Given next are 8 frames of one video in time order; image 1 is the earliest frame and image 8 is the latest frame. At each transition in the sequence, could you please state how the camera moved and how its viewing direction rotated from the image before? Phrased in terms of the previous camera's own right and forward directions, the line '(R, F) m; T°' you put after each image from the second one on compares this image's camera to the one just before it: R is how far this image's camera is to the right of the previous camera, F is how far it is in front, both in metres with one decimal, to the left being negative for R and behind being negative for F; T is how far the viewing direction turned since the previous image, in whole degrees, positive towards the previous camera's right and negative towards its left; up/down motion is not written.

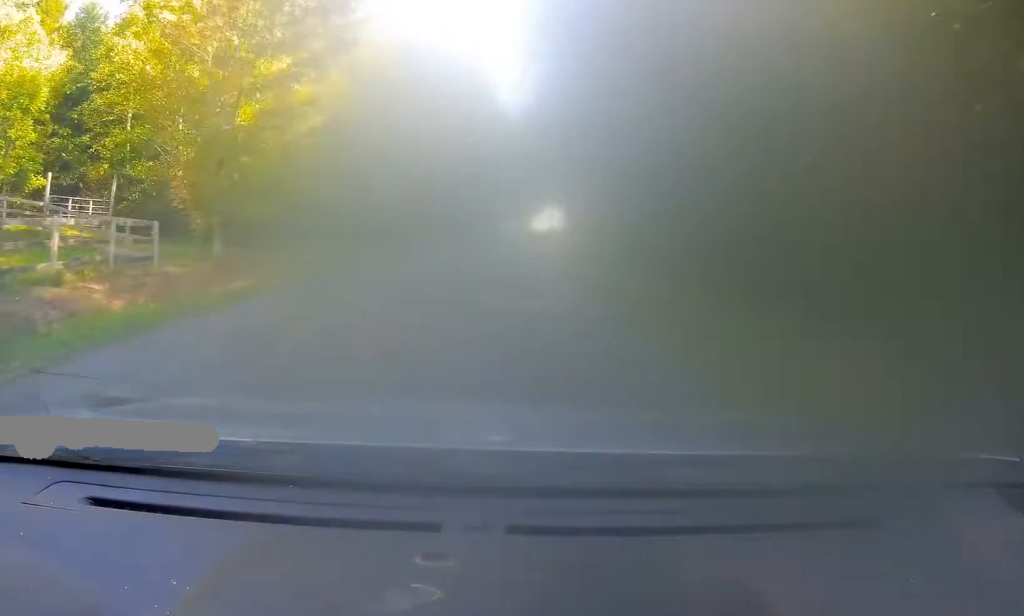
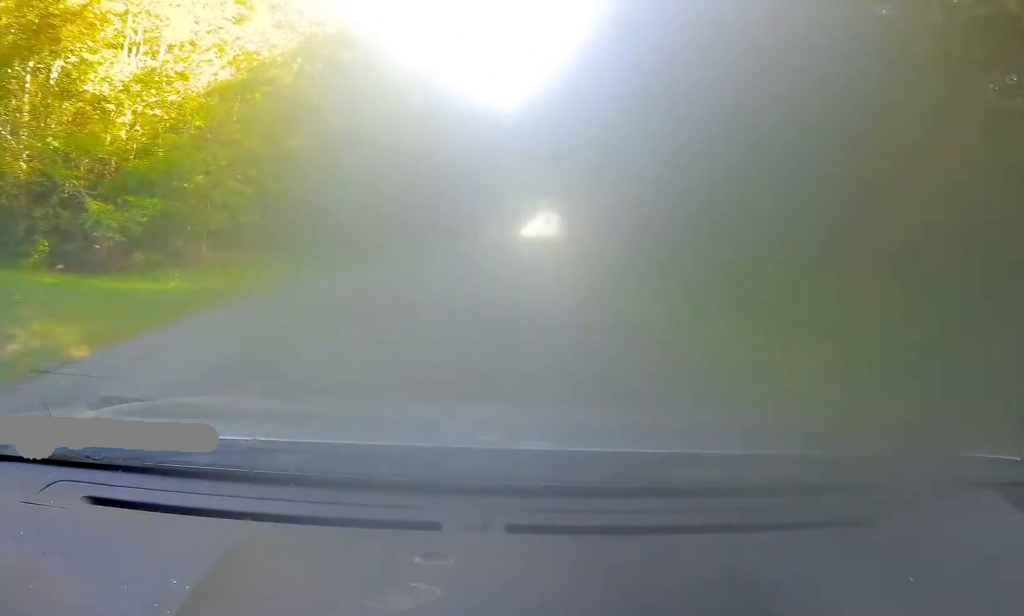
(-0.1, +12.6) m; 0°
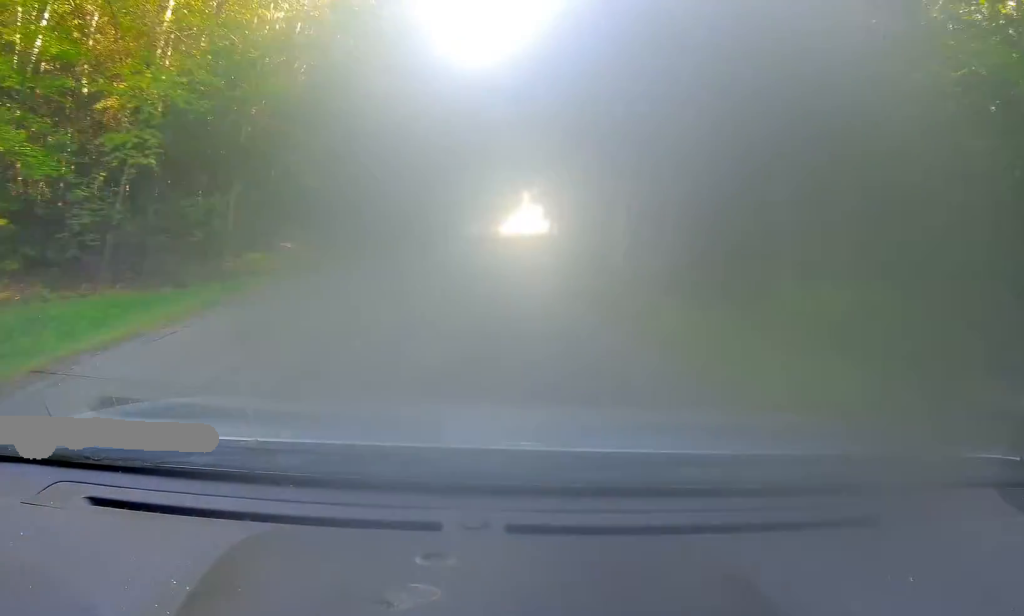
(0.0, +18.7) m; +2°
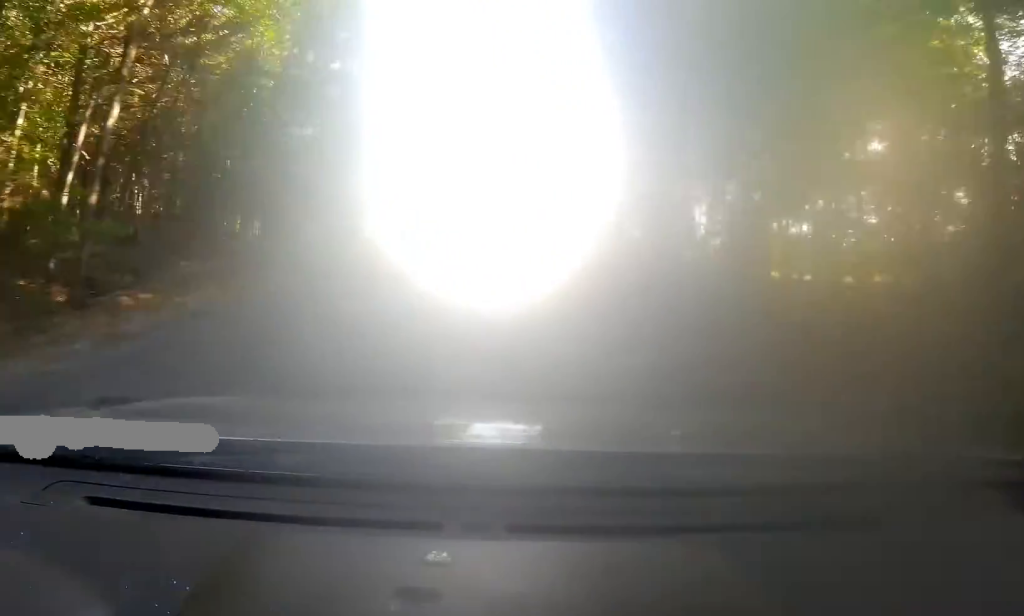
(+2.3, +69.9) m; +4°
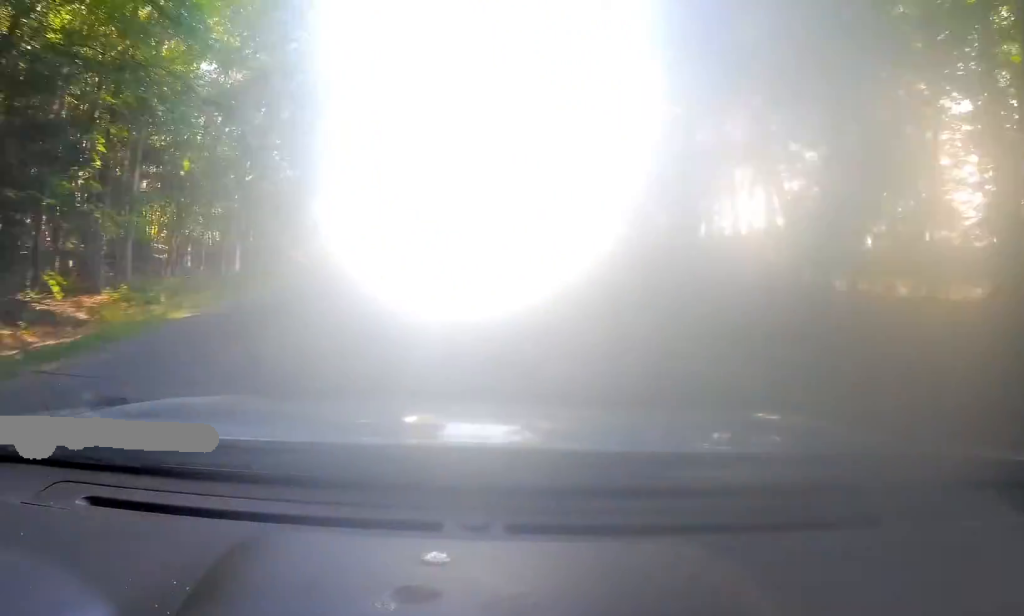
(+0.4, +19.6) m; +3°
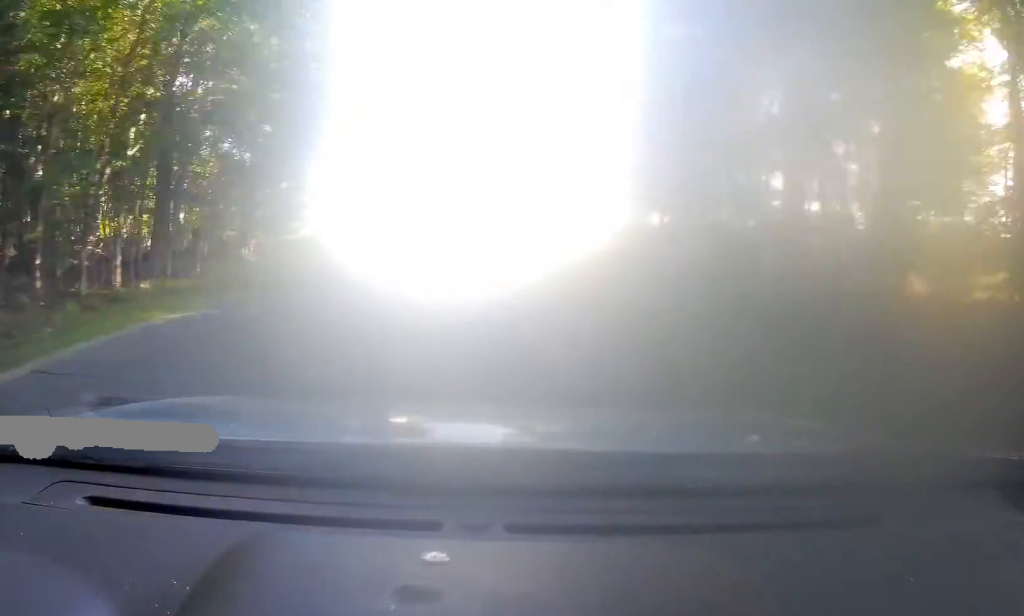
(+0.4, +9.8) m; +1°
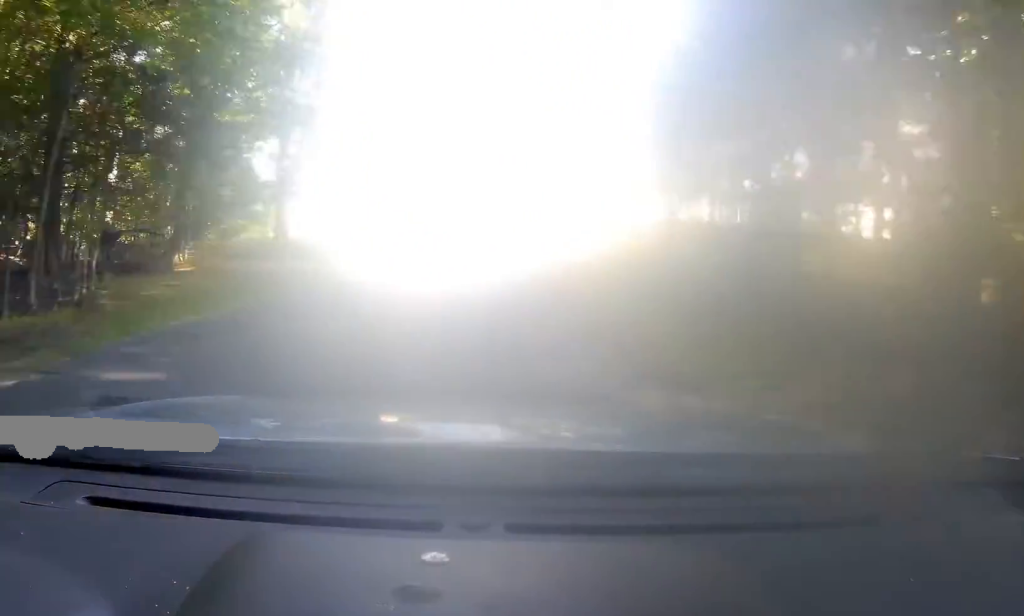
(+0.1, +9.0) m; +1°
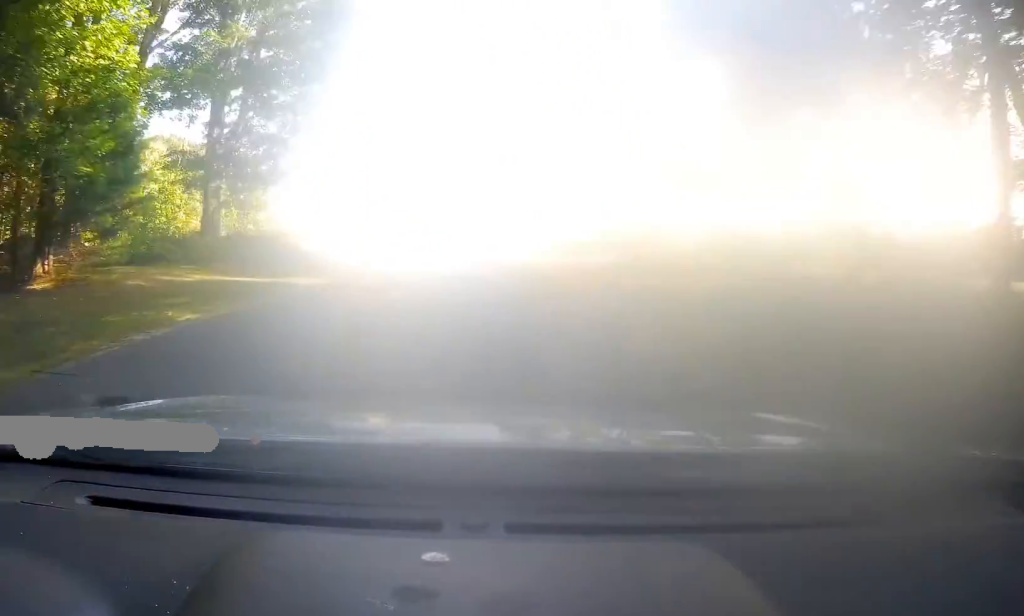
(-0.3, +9.7) m; +1°
